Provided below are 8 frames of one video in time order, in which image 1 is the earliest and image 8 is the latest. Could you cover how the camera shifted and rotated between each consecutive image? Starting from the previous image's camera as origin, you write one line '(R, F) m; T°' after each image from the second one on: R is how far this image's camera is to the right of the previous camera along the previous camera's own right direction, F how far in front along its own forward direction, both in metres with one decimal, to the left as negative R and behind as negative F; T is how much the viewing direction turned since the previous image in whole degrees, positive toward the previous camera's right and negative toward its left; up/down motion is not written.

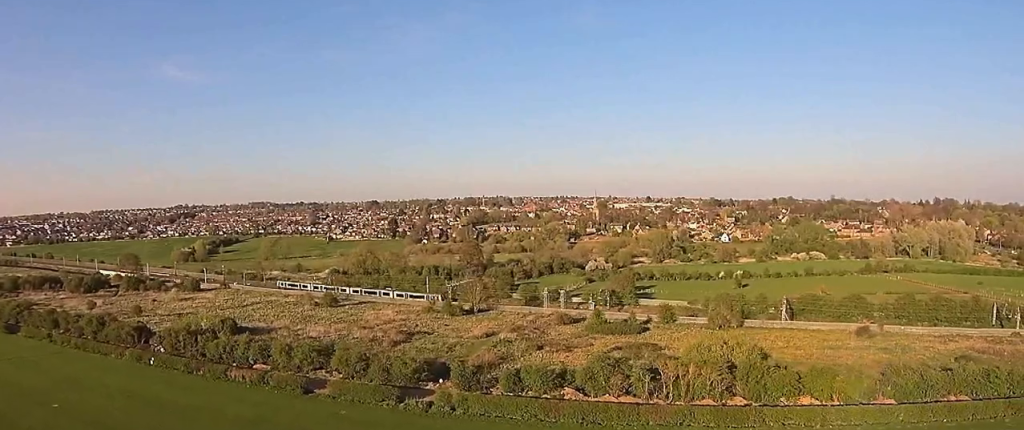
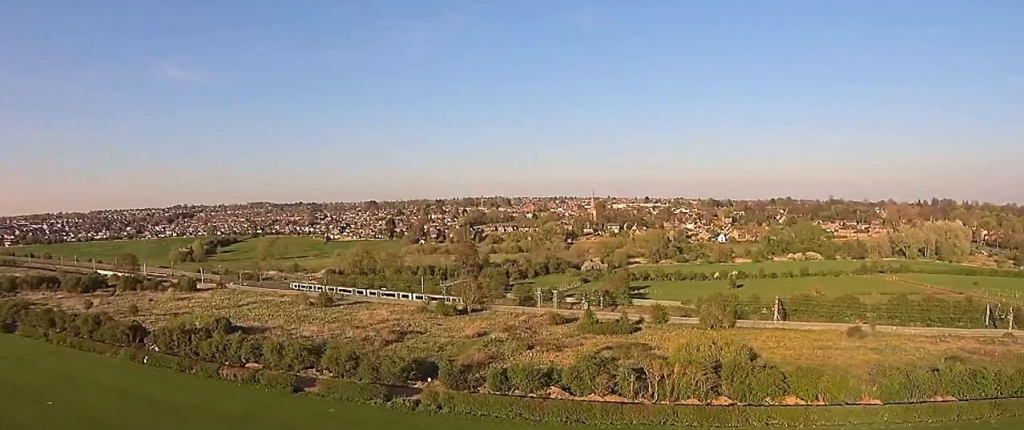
(0.0, +1.8) m; 0°
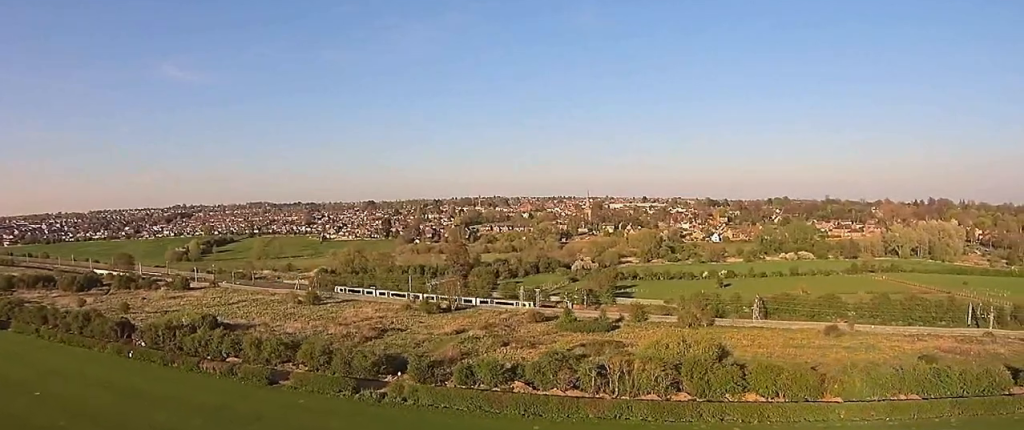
(0.0, +5.2) m; +1°
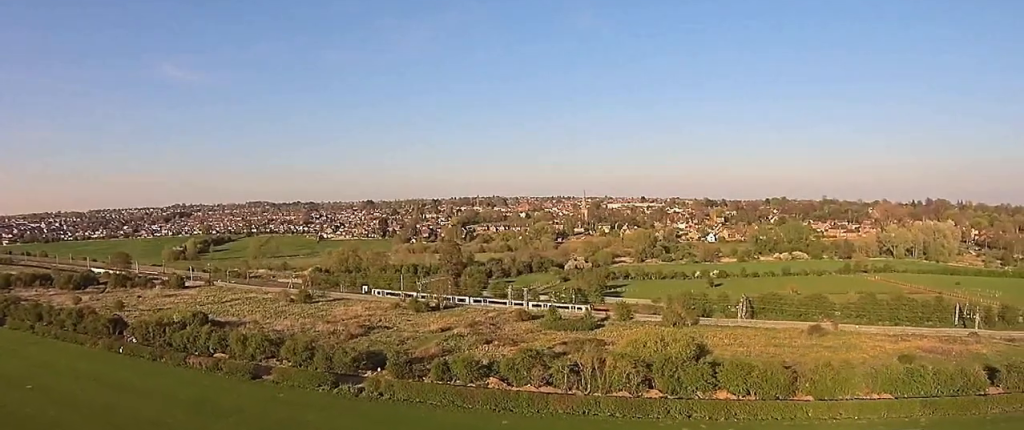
(0.0, +3.5) m; 0°
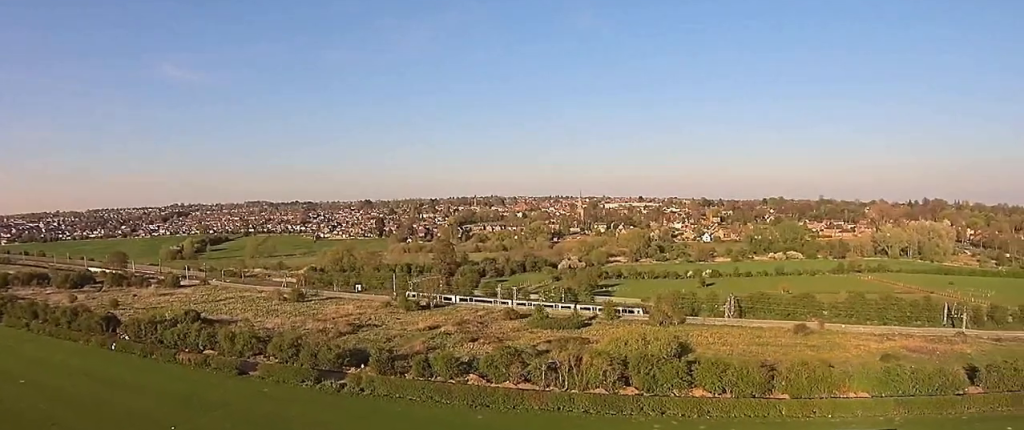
(0.0, +3.2) m; 0°
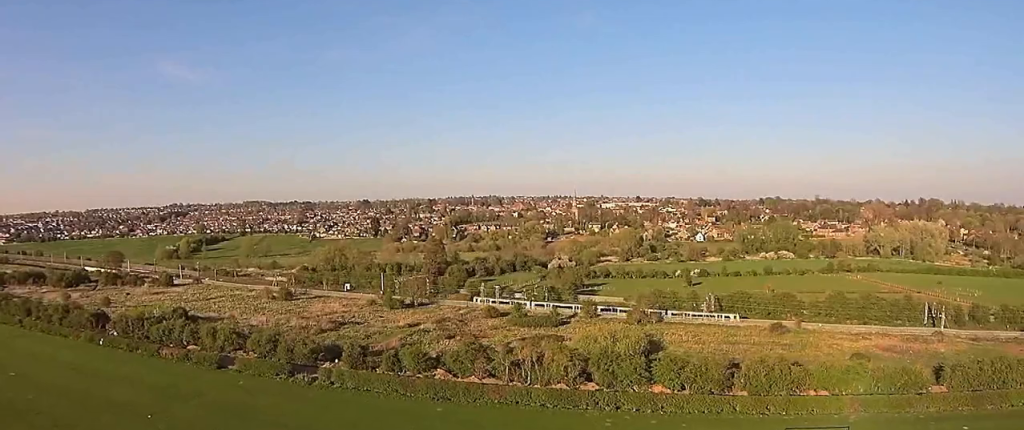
(0.0, +5.6) m; 0°
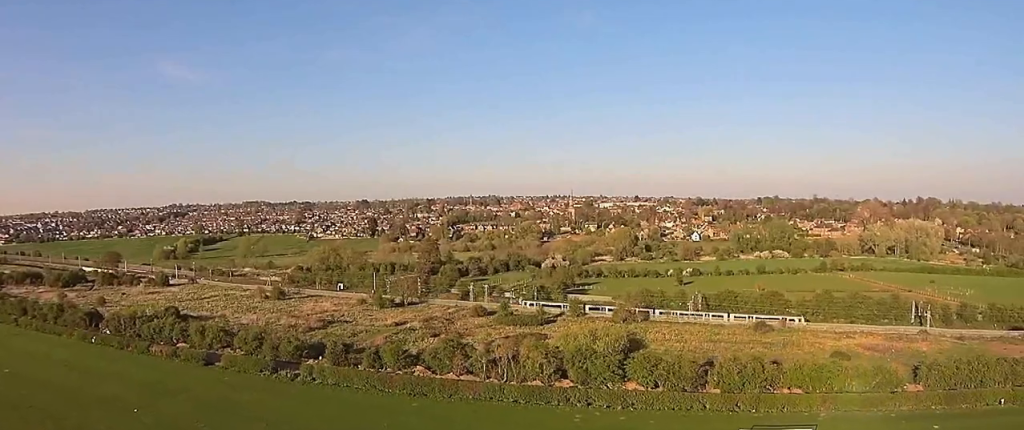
(0.0, +3.7) m; 0°
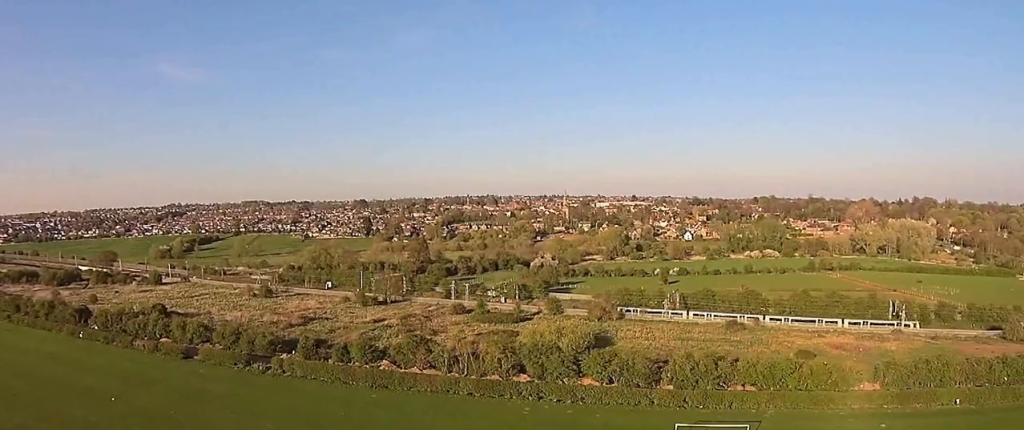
(0.0, +6.5) m; 0°
